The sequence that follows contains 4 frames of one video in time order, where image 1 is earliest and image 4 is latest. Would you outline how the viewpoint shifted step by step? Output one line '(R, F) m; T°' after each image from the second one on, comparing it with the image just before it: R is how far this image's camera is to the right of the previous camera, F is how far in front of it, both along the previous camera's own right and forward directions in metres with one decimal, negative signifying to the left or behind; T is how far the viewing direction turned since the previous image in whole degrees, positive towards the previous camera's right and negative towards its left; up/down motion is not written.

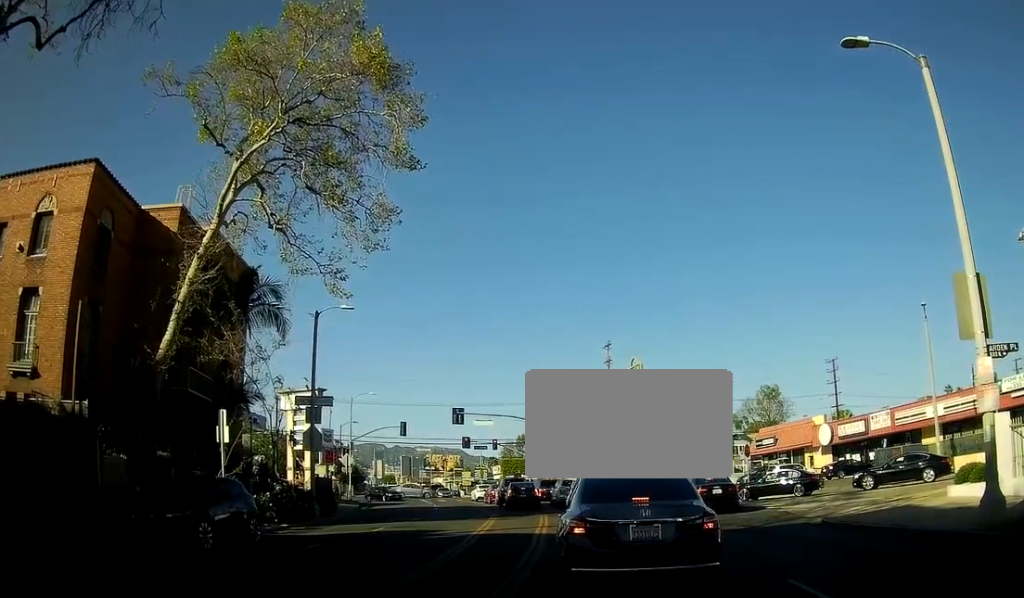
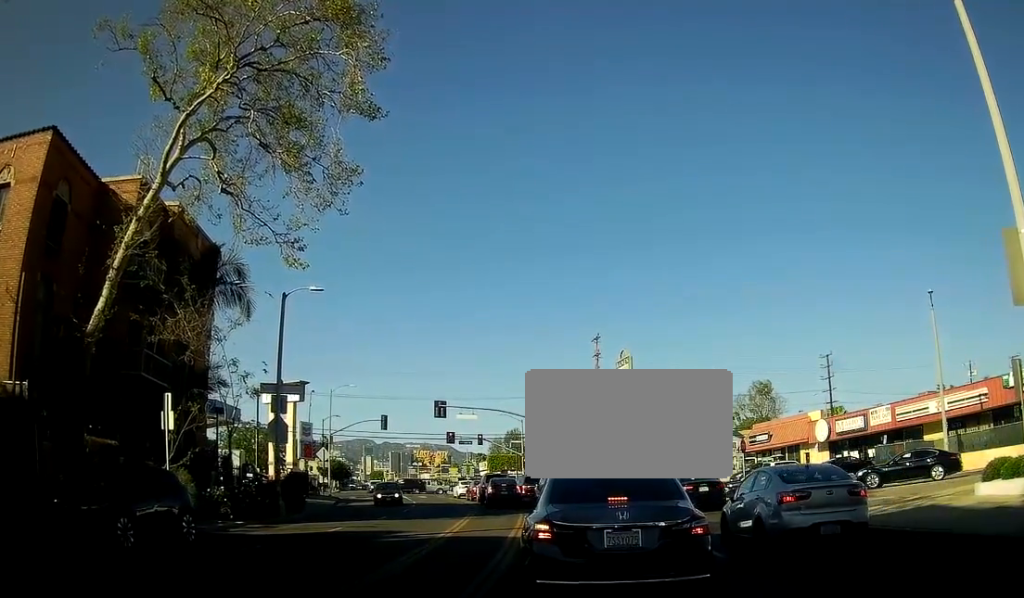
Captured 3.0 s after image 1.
(0.0, +2.3) m; 0°
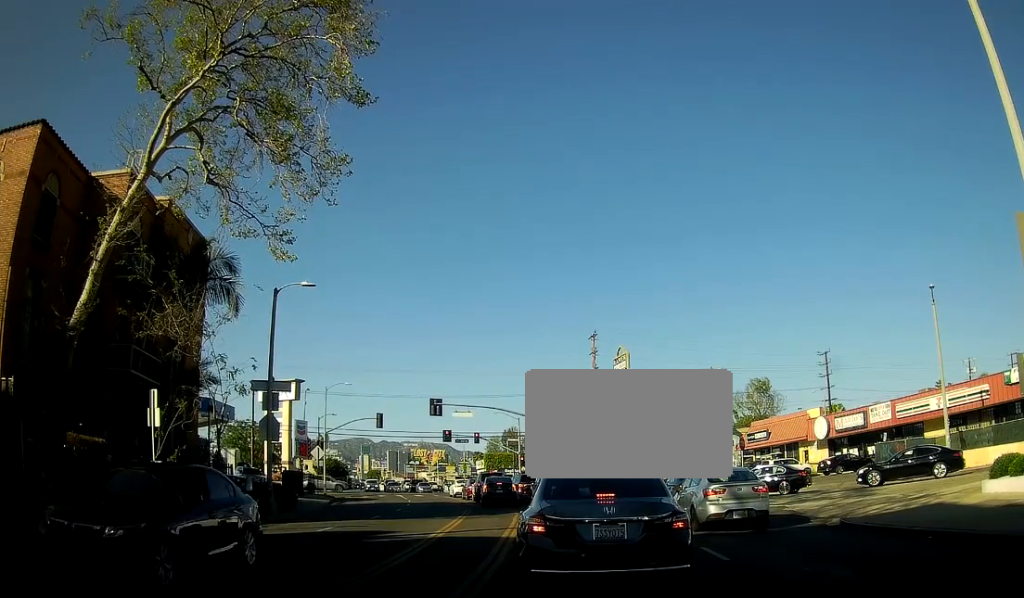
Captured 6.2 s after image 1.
(-0.5, +0.8) m; 0°
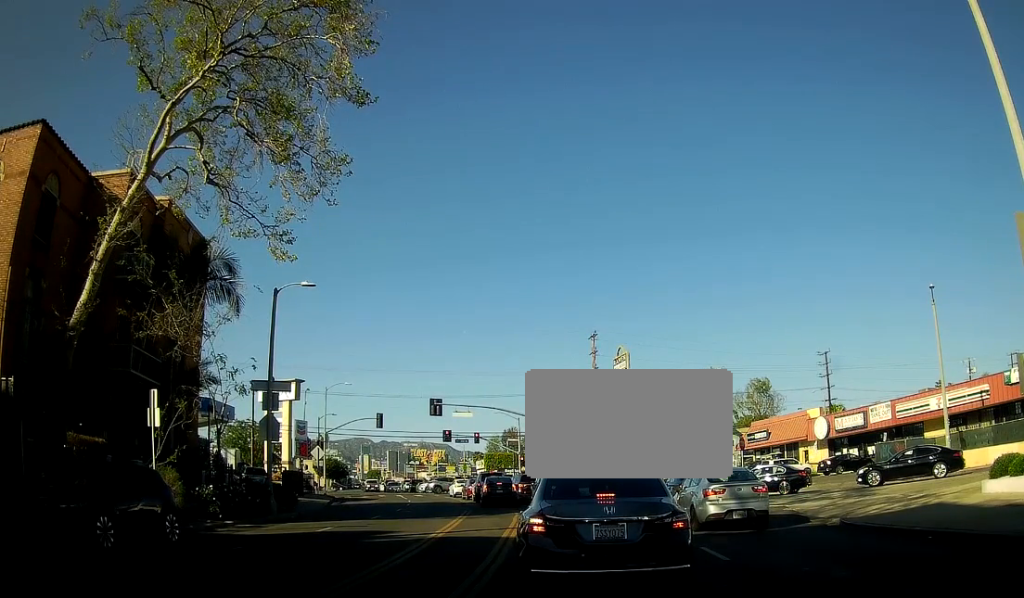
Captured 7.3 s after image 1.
(-0.1, +0.1) m; 0°
